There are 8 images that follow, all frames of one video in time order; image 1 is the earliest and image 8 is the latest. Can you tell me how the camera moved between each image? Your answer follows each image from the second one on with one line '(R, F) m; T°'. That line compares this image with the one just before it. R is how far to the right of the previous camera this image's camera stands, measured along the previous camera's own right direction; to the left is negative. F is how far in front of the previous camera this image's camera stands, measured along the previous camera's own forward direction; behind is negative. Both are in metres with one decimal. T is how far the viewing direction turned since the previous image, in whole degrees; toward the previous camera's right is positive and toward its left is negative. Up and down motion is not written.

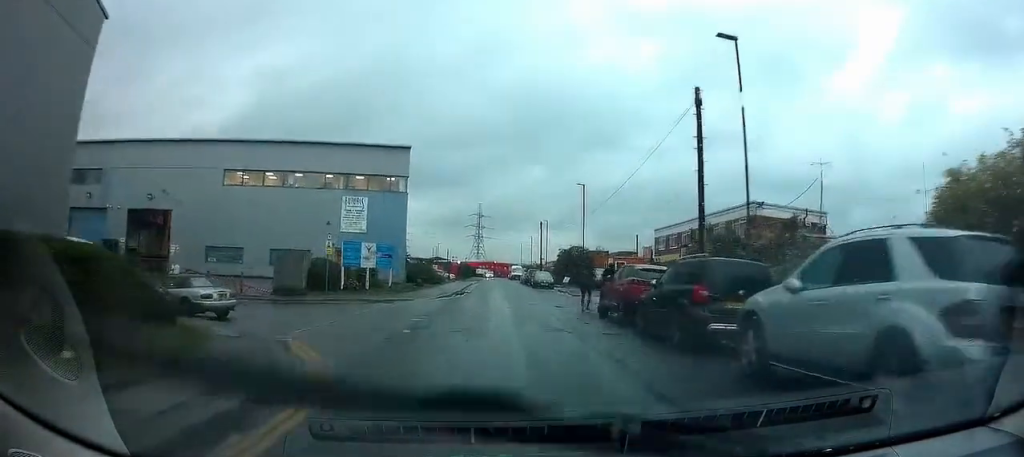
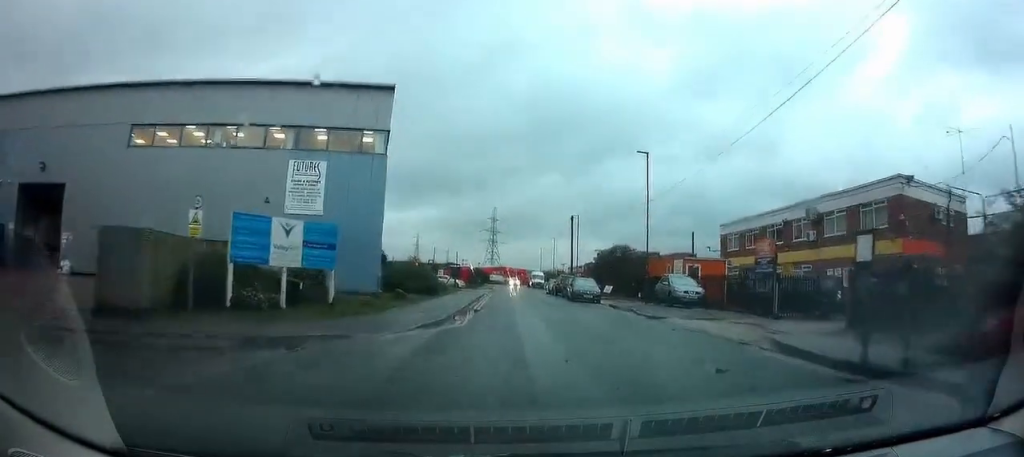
(0.0, +14.1) m; 0°
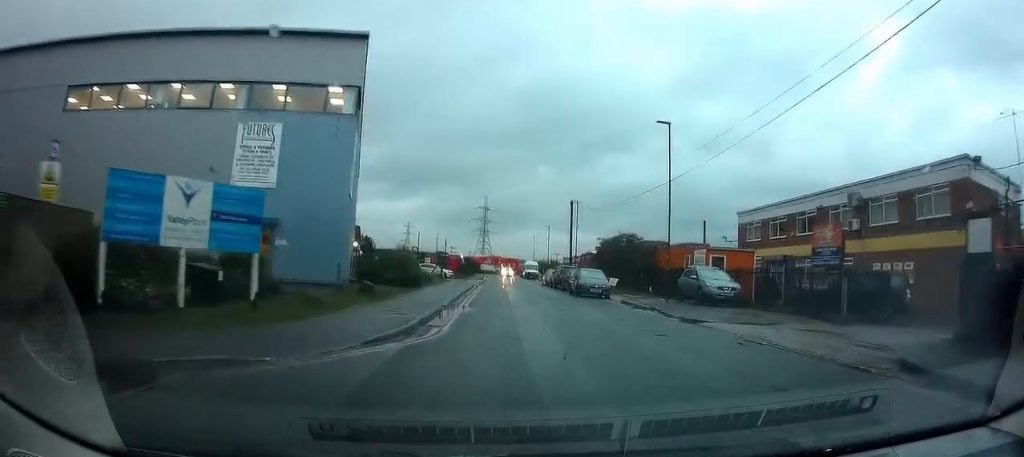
(0.0, +5.5) m; 0°
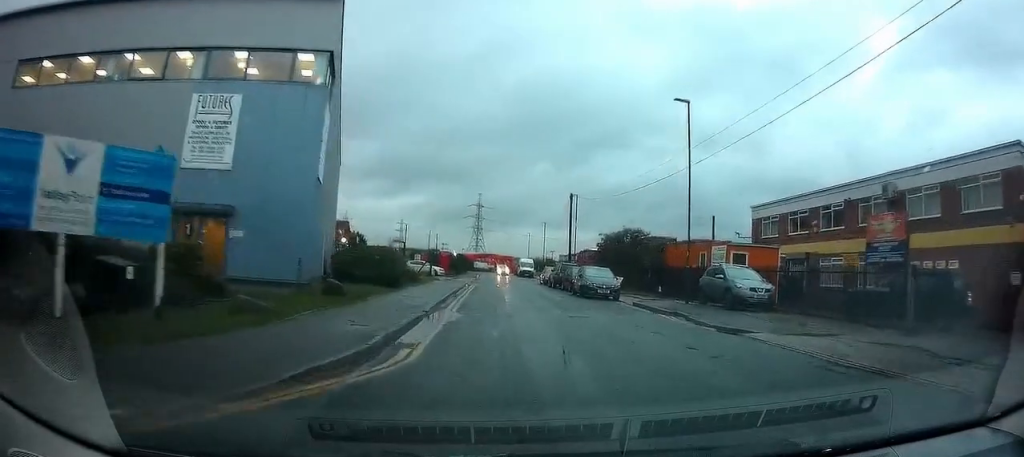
(0.0, +3.8) m; 0°
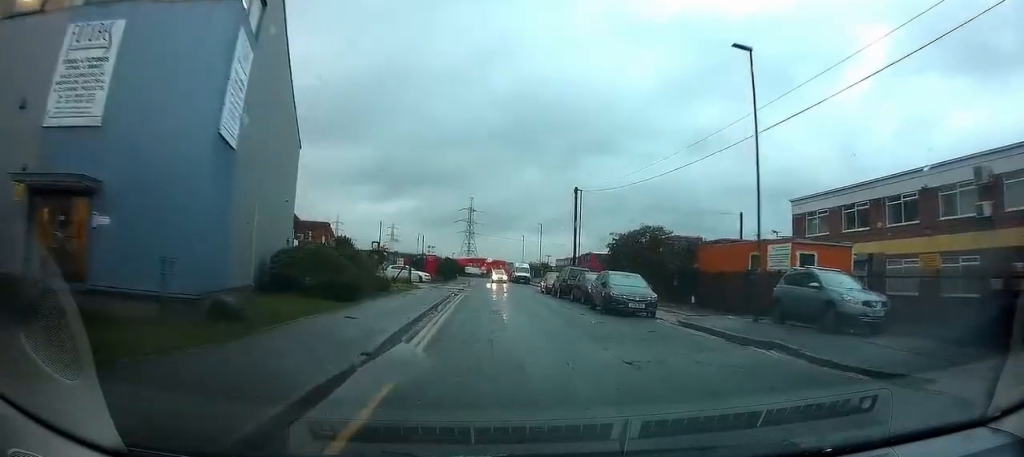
(-0.1, +7.2) m; -1°
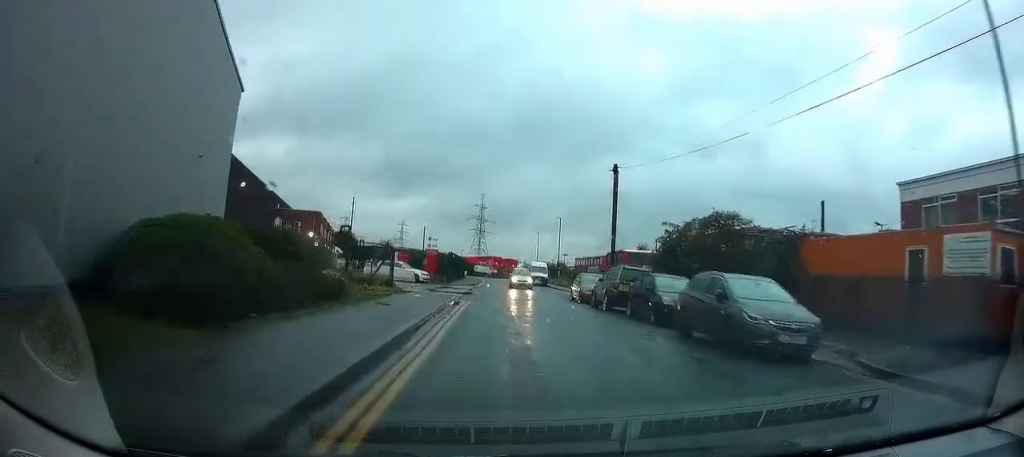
(-0.1, +9.9) m; 0°
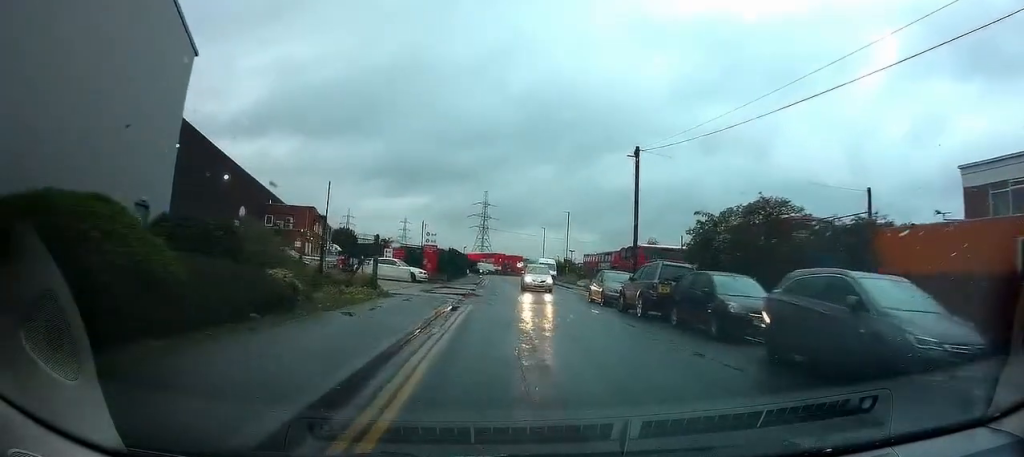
(0.0, +4.4) m; 0°
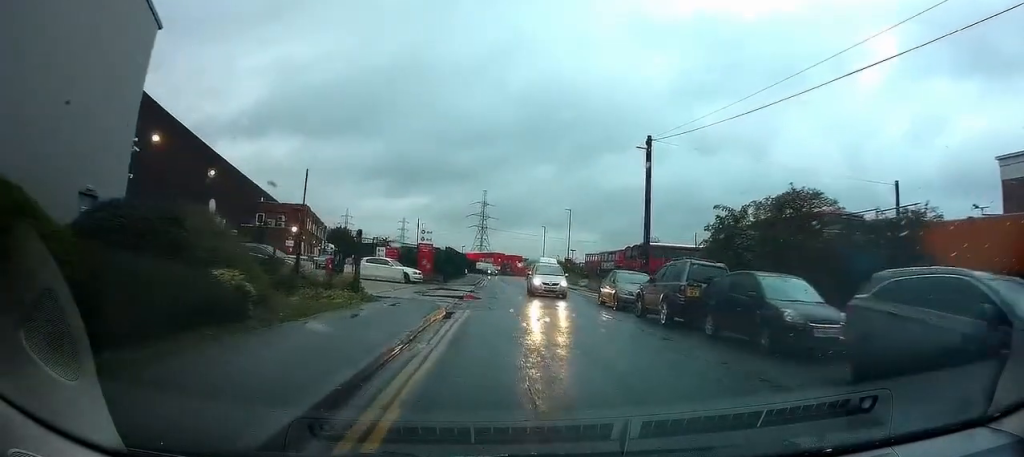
(0.0, +2.8) m; 0°
